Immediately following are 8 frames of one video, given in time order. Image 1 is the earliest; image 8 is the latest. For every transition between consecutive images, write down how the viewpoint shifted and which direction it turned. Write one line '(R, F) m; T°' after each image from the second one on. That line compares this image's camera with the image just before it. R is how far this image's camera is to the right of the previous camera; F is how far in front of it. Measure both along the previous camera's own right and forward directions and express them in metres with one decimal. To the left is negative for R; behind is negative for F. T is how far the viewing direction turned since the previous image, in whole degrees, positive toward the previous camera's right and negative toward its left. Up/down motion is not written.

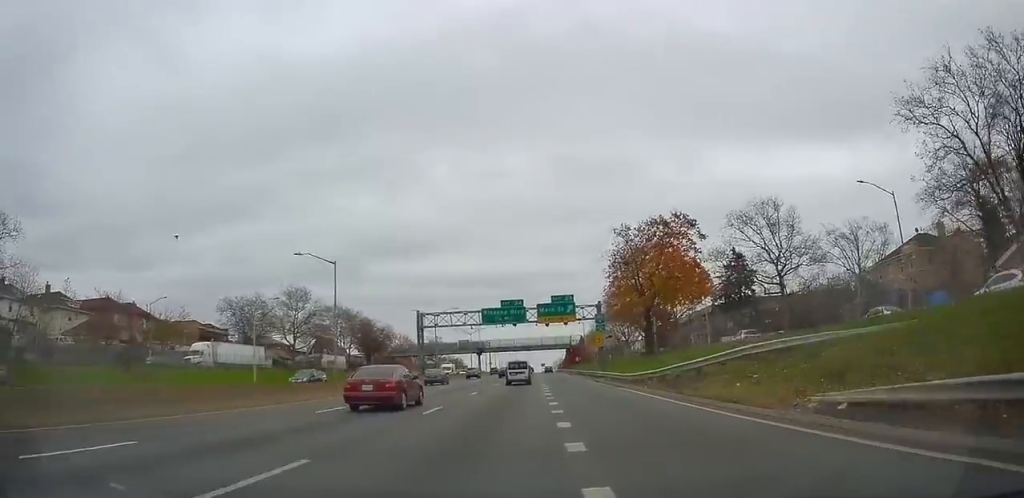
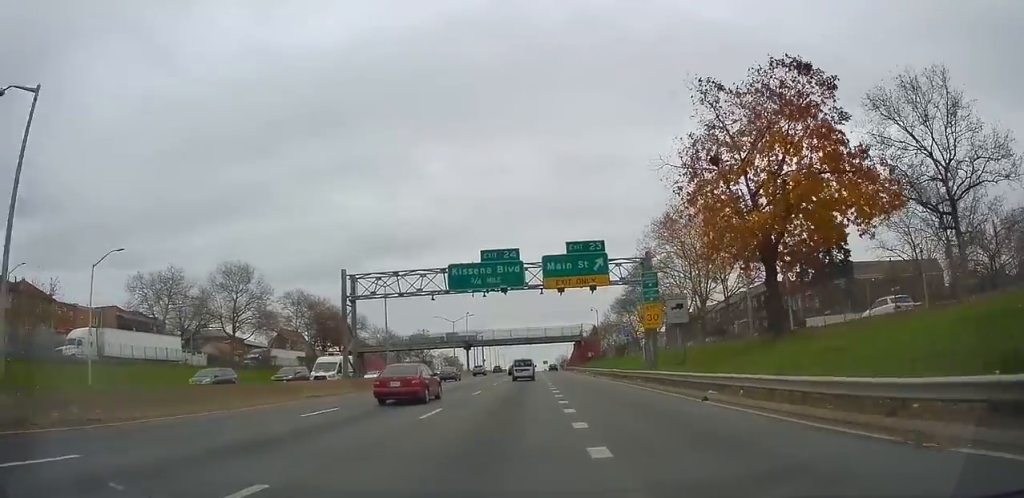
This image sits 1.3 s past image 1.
(+0.5, +26.3) m; +1°
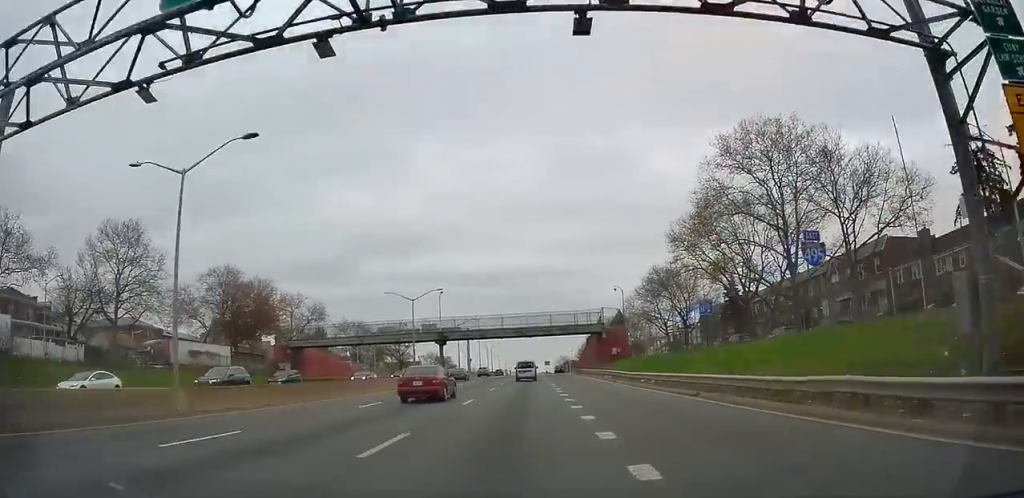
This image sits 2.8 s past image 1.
(-0.6, +30.6) m; -2°
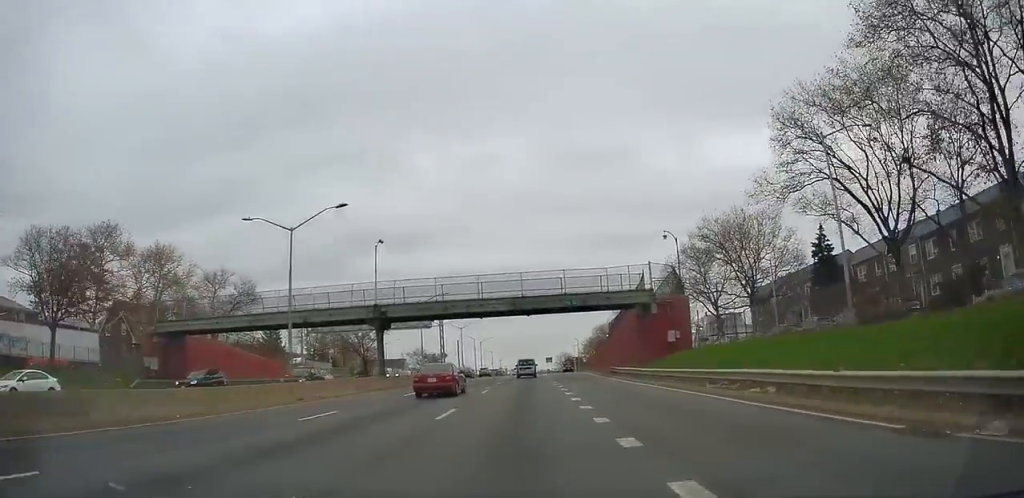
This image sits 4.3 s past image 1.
(-0.1, +30.7) m; +1°
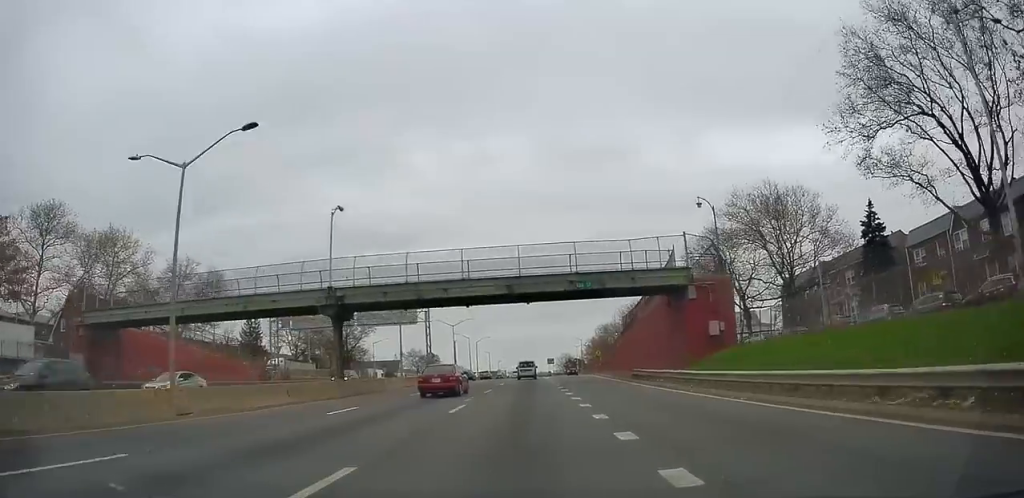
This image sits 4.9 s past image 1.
(+0.1, +10.6) m; 0°
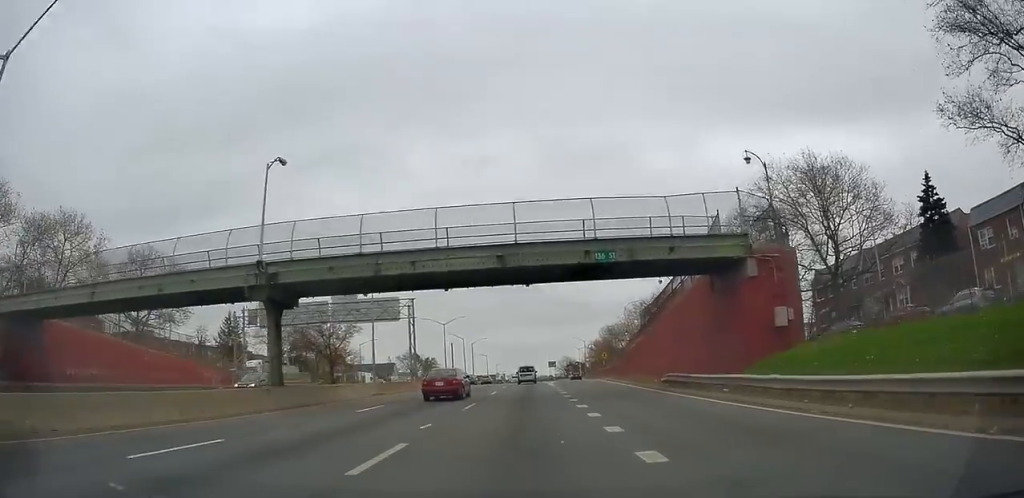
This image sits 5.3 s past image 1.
(+0.3, +9.5) m; 0°
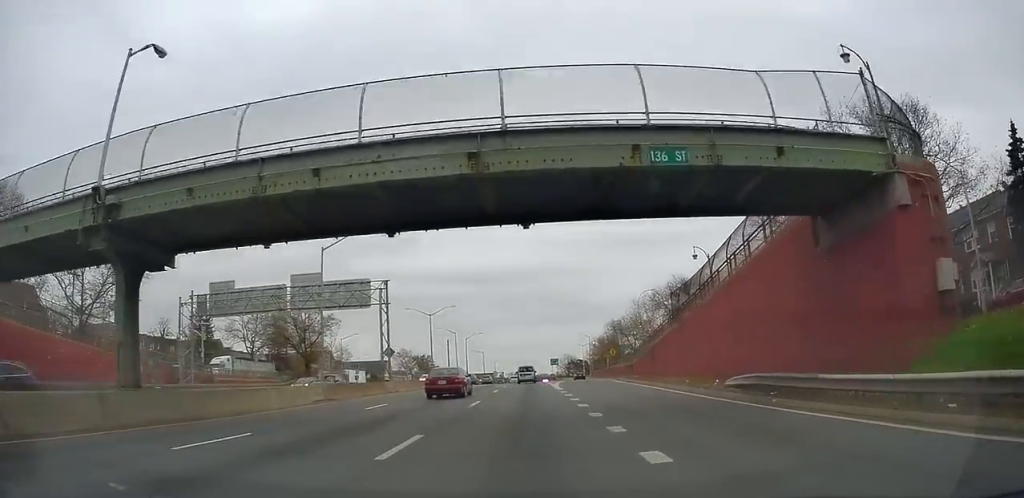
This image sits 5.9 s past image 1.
(0.0, +11.2) m; 0°
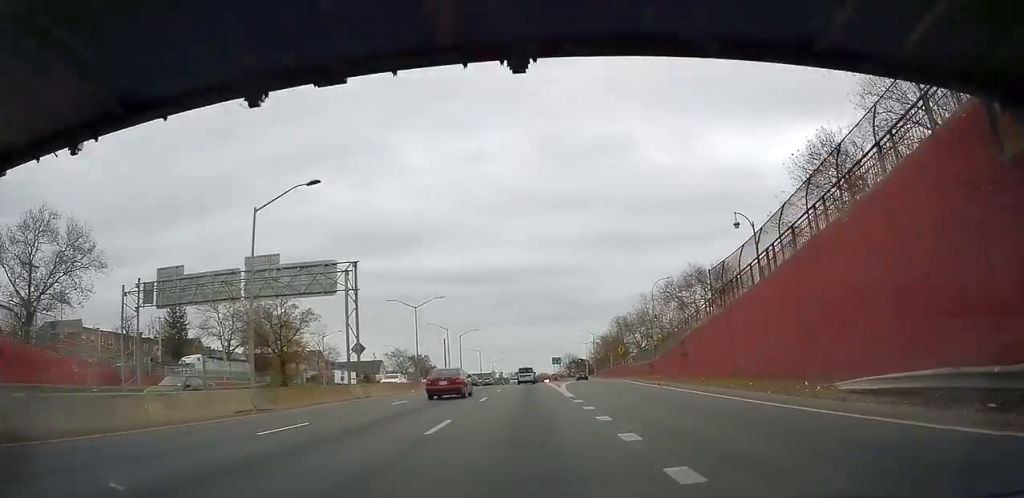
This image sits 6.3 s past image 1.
(-0.3, +8.8) m; 0°
